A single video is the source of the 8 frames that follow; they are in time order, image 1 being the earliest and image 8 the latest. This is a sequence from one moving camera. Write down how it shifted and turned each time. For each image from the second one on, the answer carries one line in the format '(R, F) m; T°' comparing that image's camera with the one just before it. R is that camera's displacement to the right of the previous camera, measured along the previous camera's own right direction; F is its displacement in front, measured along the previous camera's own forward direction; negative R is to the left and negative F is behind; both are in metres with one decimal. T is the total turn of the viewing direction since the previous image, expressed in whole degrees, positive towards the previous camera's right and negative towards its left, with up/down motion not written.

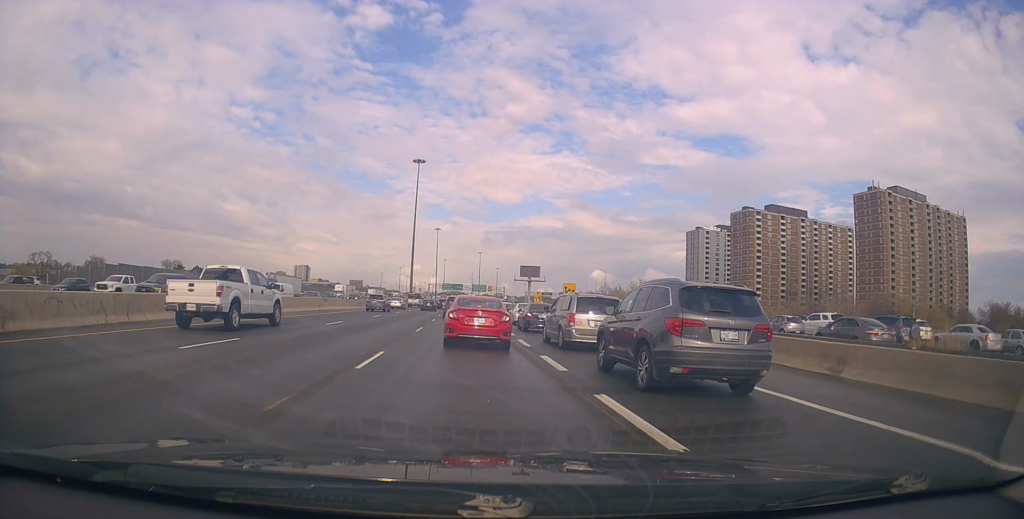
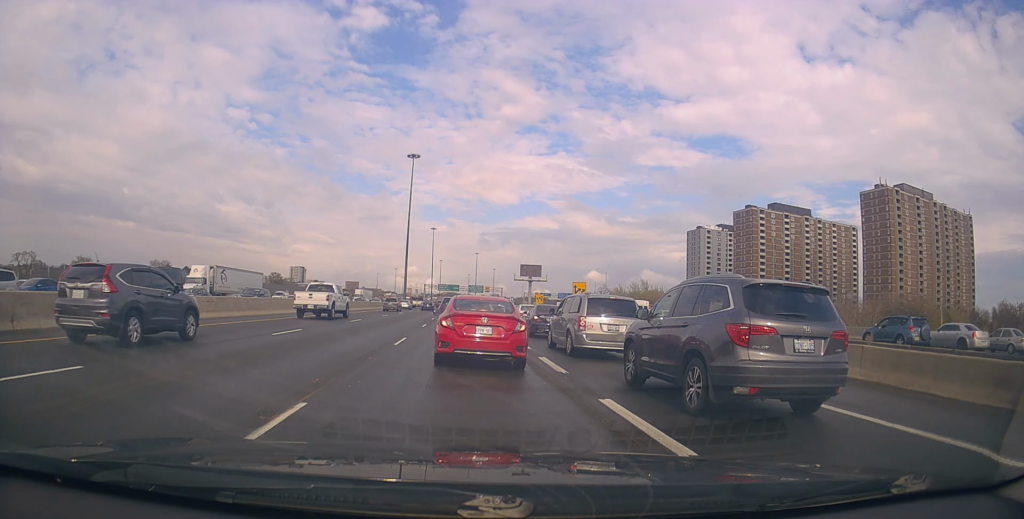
(-0.1, +6.0) m; -2°
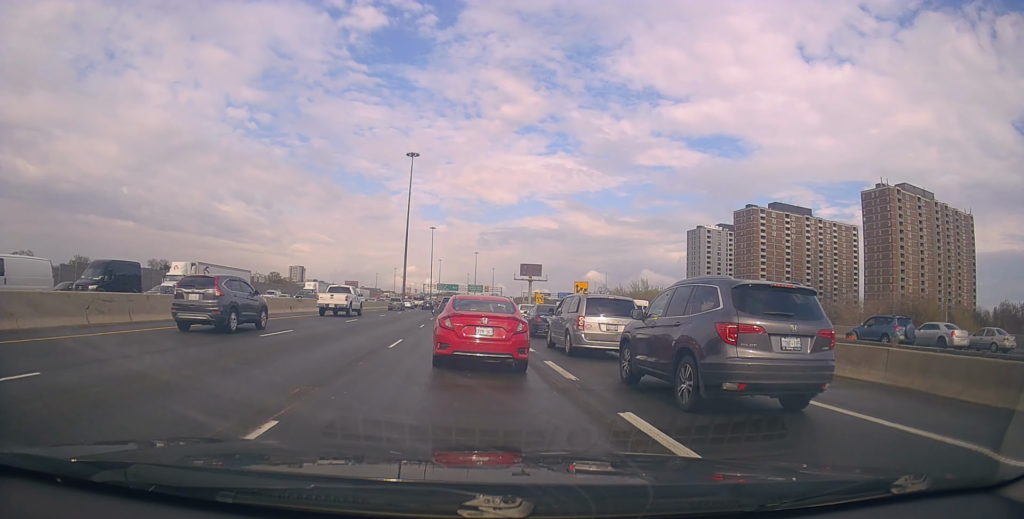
(+0.2, +0.9) m; 0°
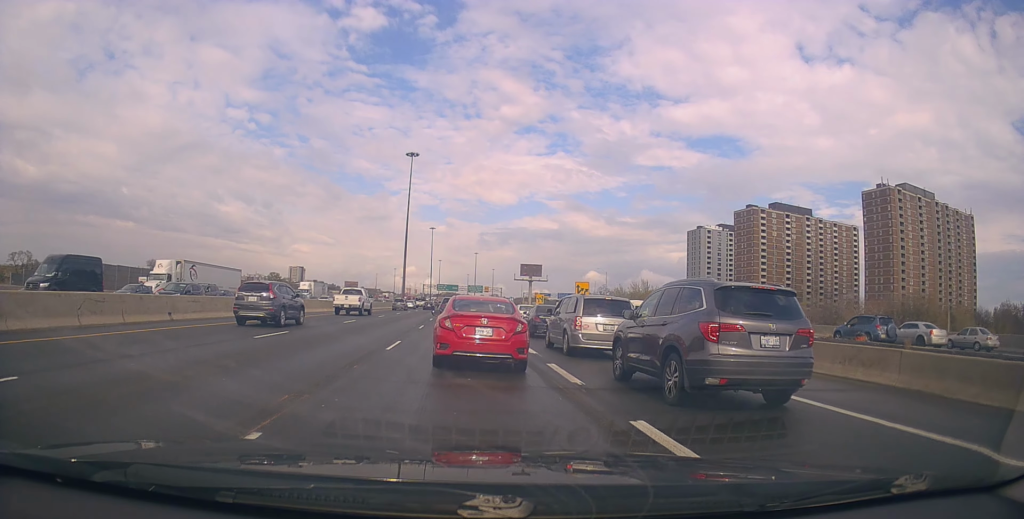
(+0.1, +0.4) m; 0°
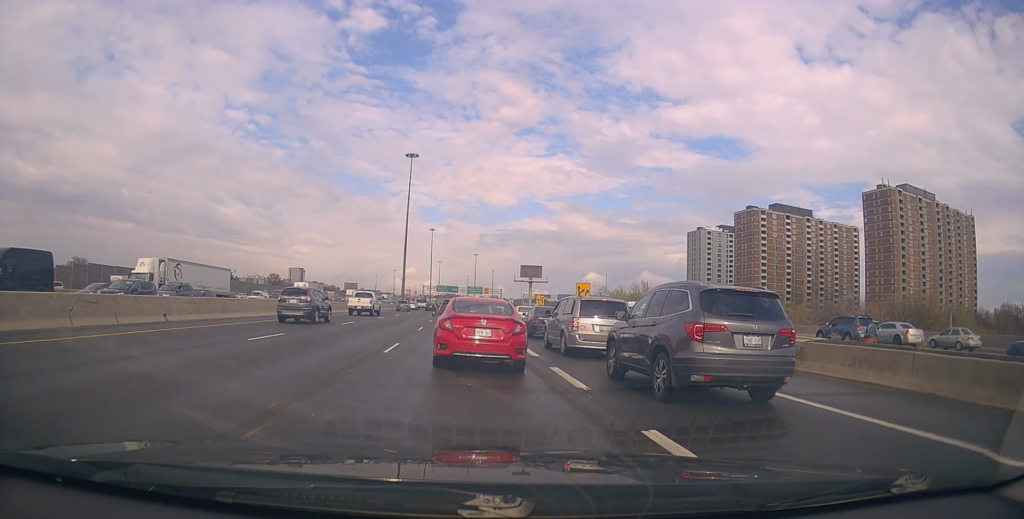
(+0.1, +0.4) m; 0°
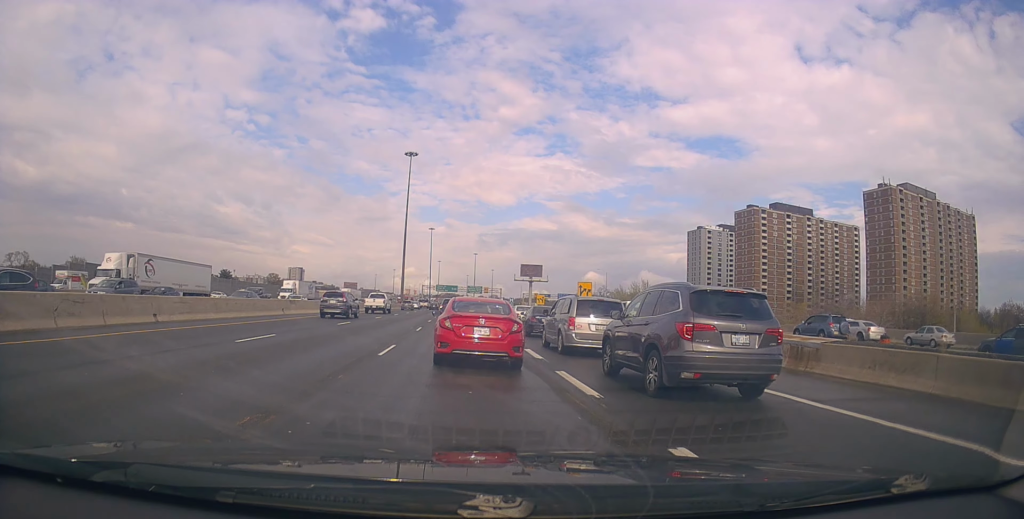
(+0.1, +0.5) m; 0°
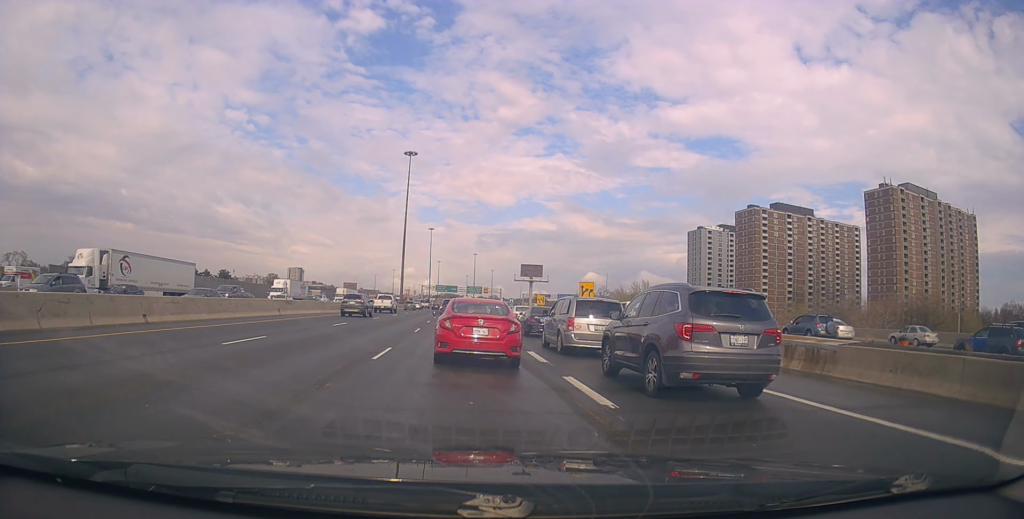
(+0.1, +0.4) m; 0°
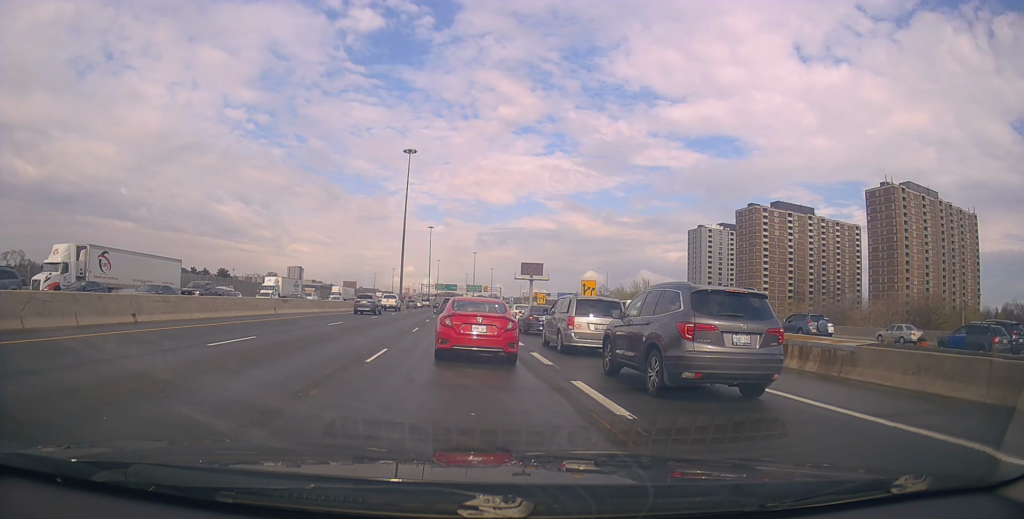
(+0.1, +0.3) m; 0°
